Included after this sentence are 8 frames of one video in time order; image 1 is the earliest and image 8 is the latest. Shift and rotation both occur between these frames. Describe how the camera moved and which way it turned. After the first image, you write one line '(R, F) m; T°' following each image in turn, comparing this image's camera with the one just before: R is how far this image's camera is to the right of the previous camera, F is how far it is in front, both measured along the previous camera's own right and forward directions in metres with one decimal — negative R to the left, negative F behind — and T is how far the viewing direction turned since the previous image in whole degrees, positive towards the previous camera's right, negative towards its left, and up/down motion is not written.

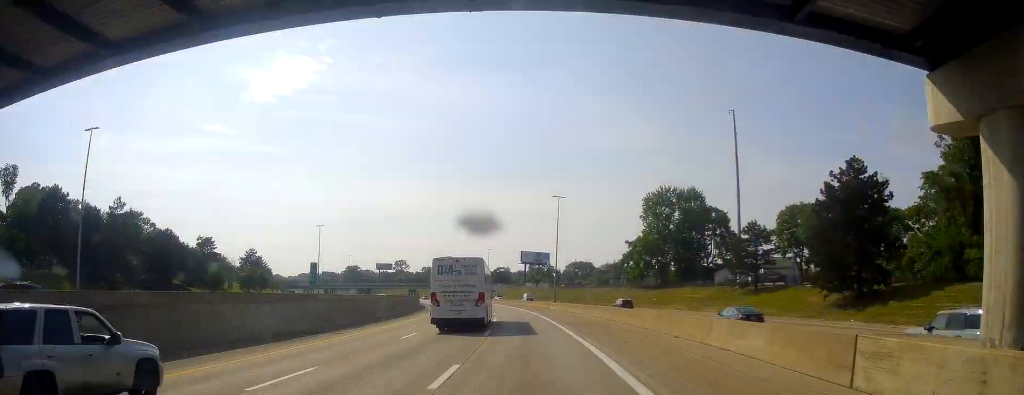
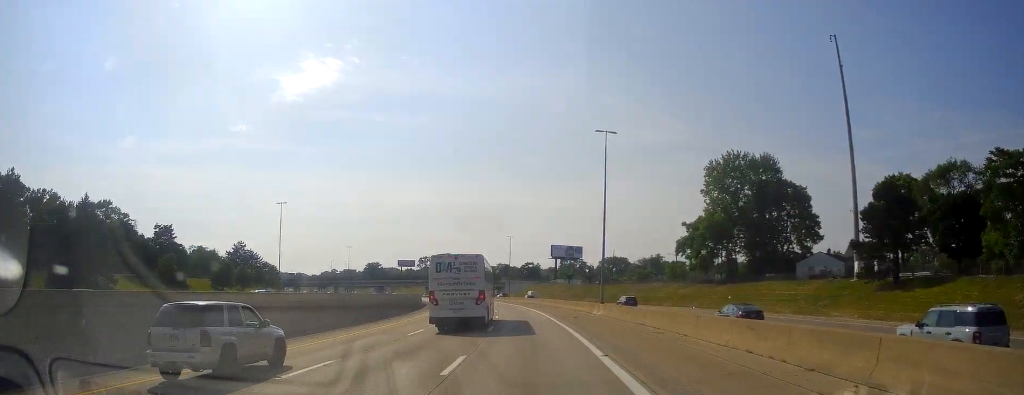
(-1.0, +29.1) m; -4°
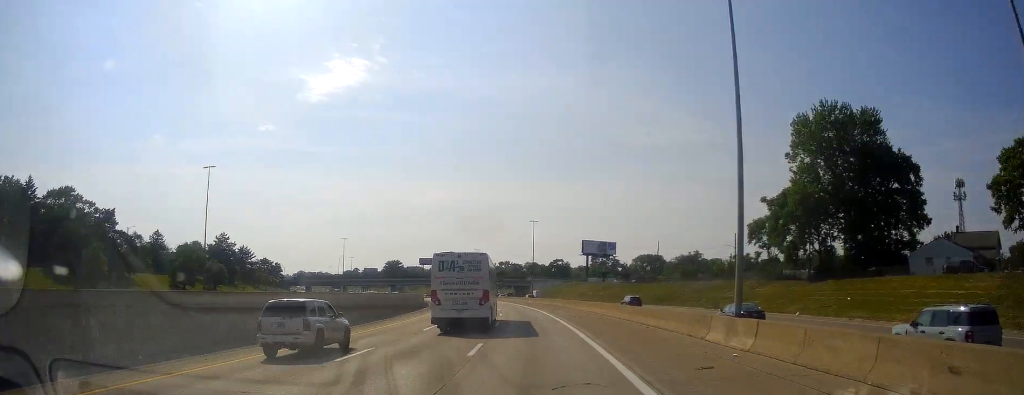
(-0.9, +27.1) m; -3°
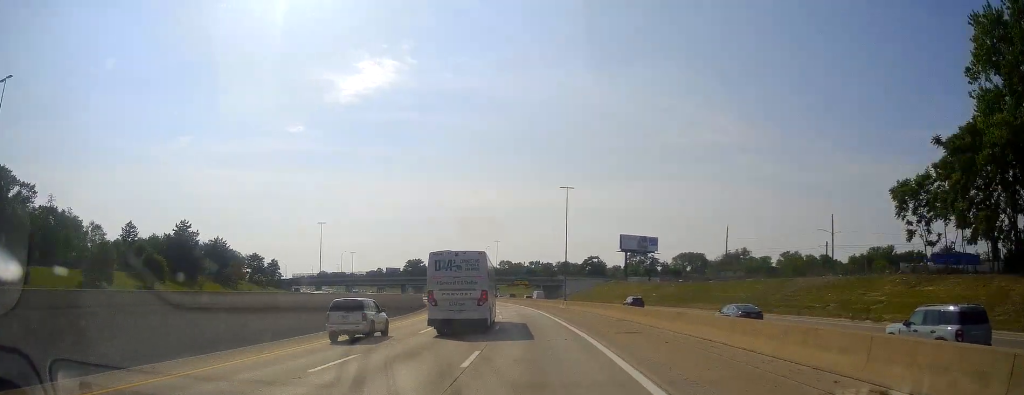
(-0.9, +33.1) m; -2°
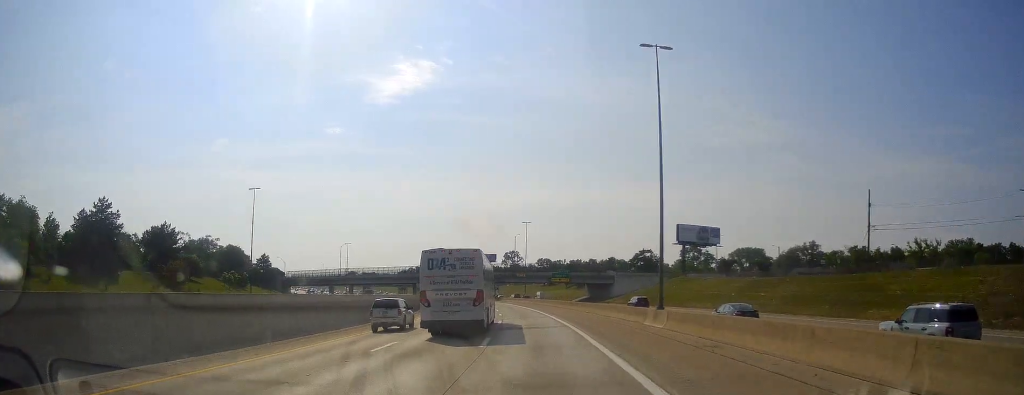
(-0.8, +40.3) m; -3°
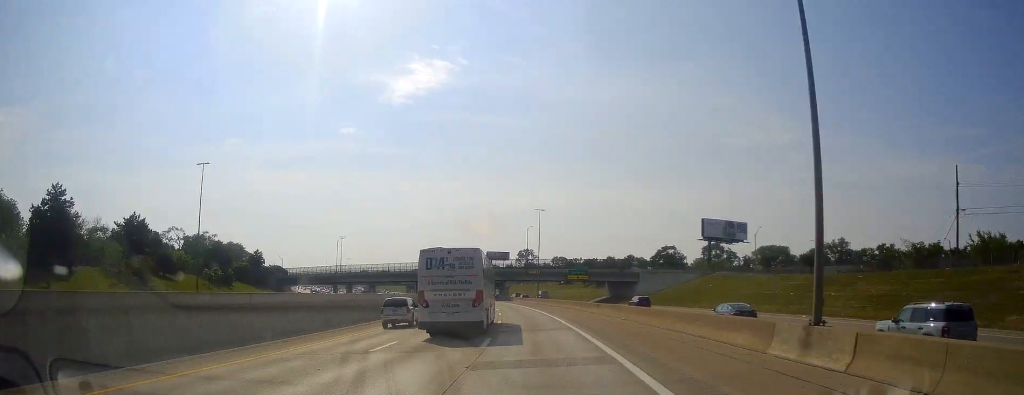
(+0.1, +15.6) m; -2°
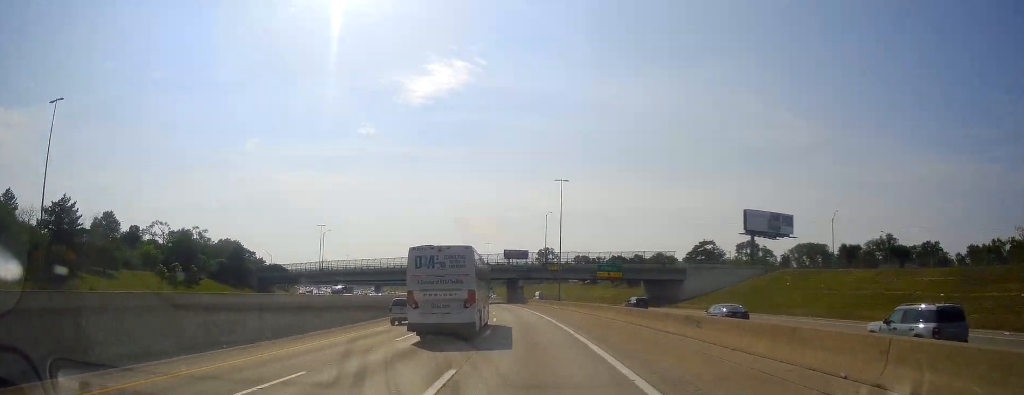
(-0.8, +25.2) m; -2°
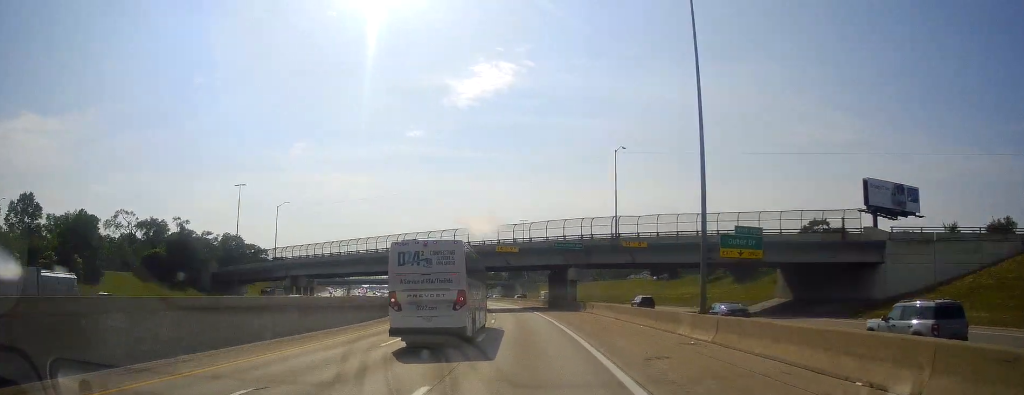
(-2.0, +48.3) m; -6°
